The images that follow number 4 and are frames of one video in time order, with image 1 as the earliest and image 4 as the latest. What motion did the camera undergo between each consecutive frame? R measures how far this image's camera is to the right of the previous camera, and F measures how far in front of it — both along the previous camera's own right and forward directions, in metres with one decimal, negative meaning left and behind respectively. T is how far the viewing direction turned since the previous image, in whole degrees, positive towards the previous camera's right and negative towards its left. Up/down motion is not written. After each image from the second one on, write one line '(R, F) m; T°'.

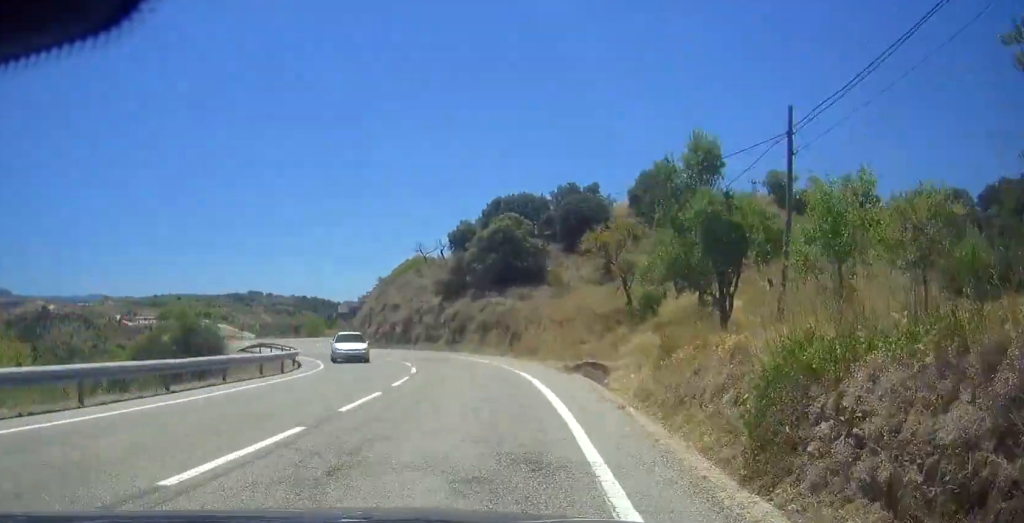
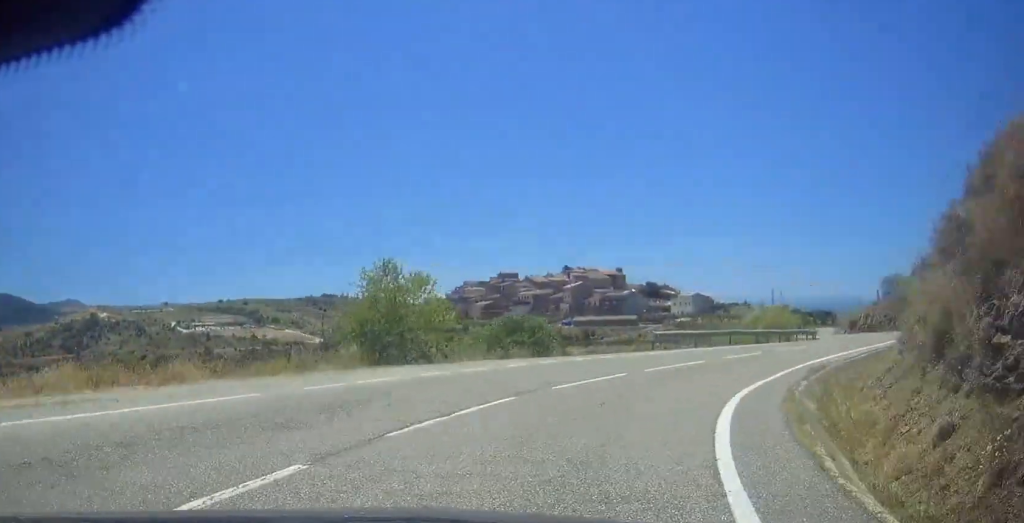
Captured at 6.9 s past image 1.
(-0.7, +89.1) m; +13°
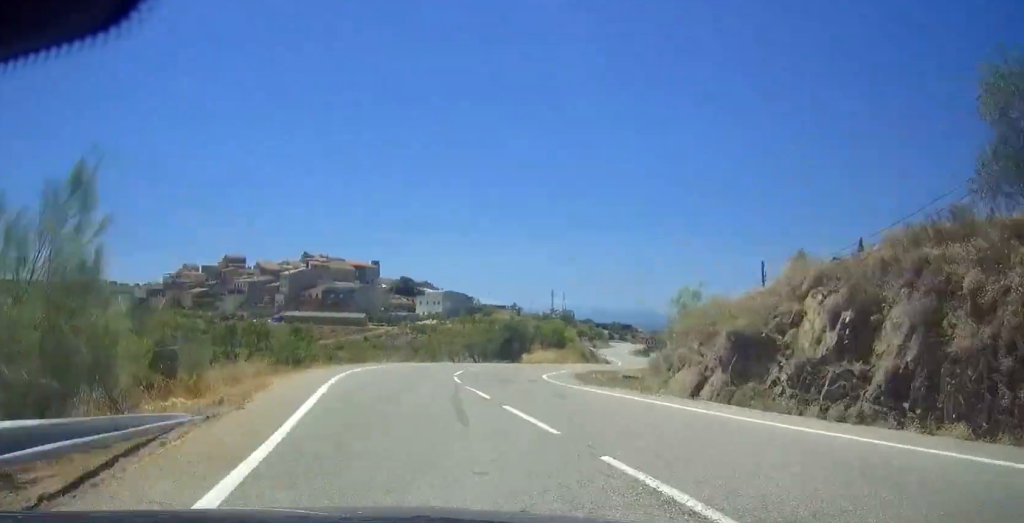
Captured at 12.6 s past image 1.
(+13.9, +77.9) m; +13°
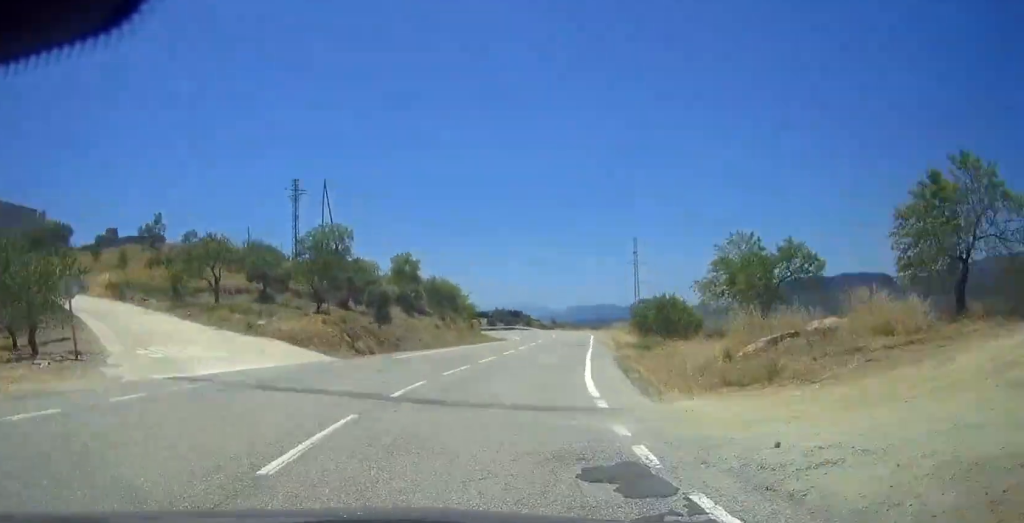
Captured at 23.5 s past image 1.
(+3.1, +178.2) m; +1°
